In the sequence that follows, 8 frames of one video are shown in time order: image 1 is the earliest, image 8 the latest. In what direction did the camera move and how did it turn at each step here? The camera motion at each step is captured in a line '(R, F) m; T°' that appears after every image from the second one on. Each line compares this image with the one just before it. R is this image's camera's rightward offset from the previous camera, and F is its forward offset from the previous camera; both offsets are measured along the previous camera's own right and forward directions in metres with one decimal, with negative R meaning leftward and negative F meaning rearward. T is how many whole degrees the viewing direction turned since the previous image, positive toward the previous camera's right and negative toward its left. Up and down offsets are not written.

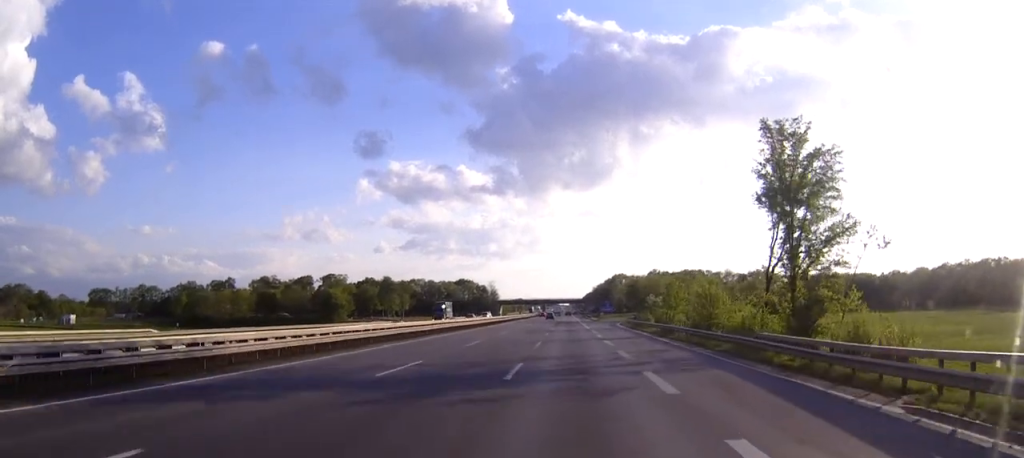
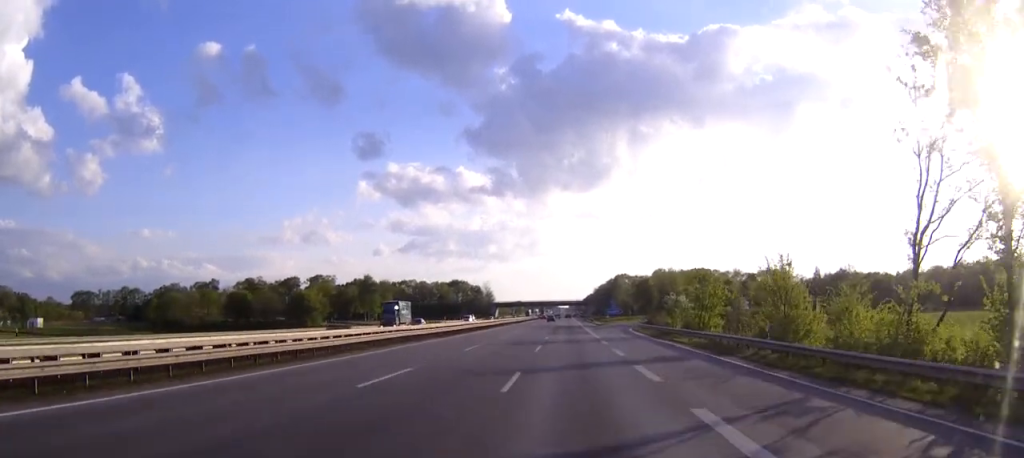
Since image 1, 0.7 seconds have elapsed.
(0.0, +20.3) m; 0°
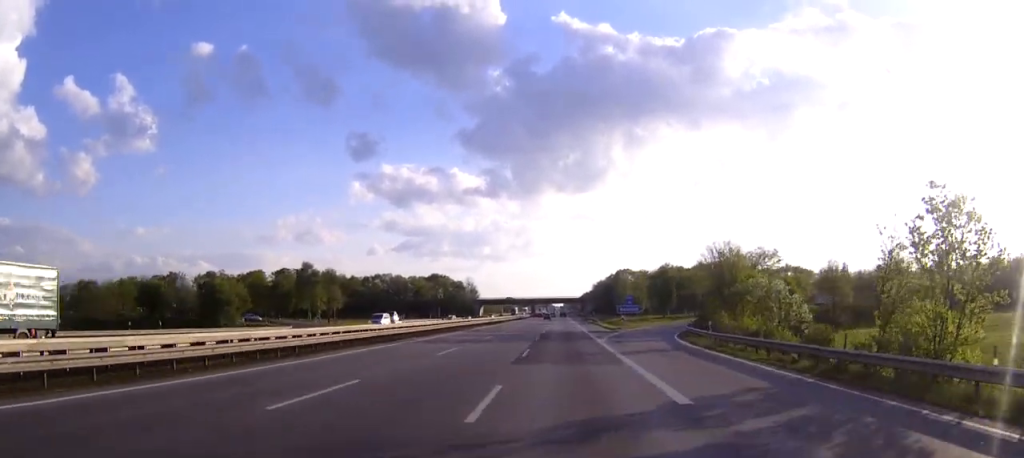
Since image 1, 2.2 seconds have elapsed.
(+0.2, +41.3) m; 0°
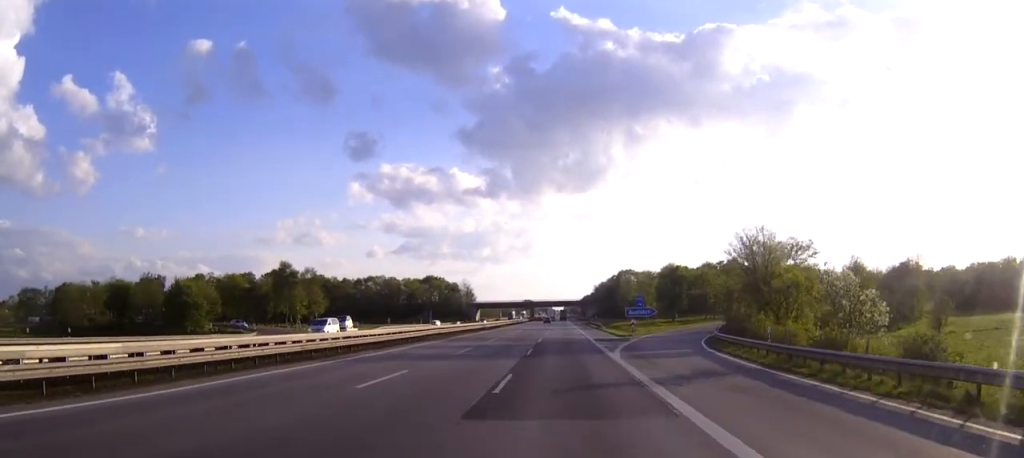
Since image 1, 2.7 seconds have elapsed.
(0.0, +12.0) m; 0°
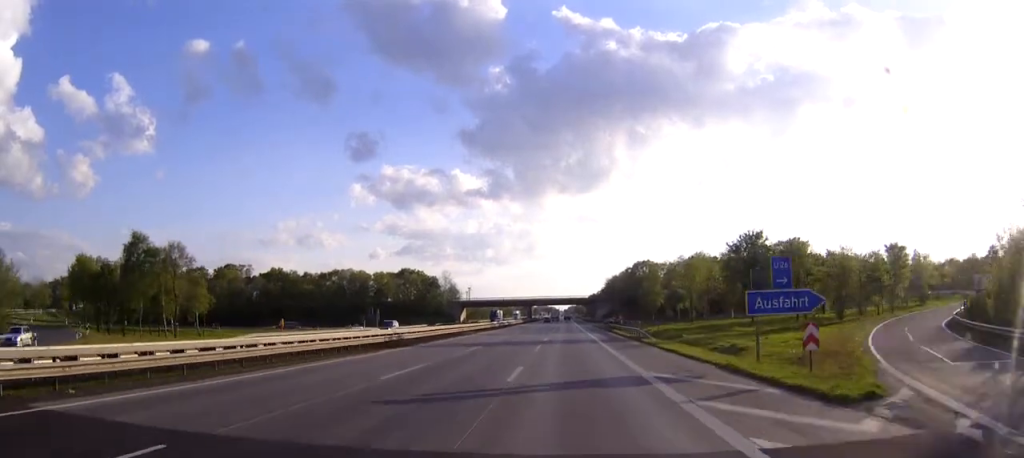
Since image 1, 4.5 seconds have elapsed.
(-0.2, +51.5) m; 0°
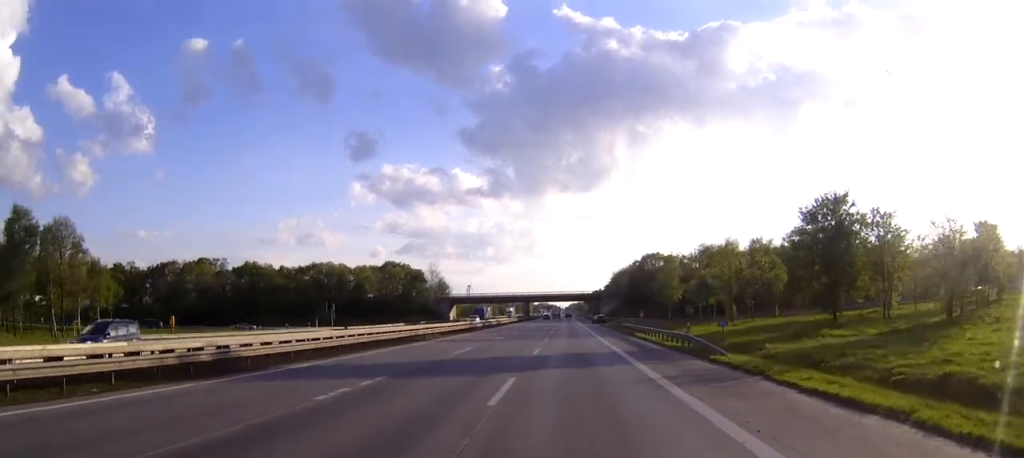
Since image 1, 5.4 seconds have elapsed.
(0.0, +23.9) m; 0°
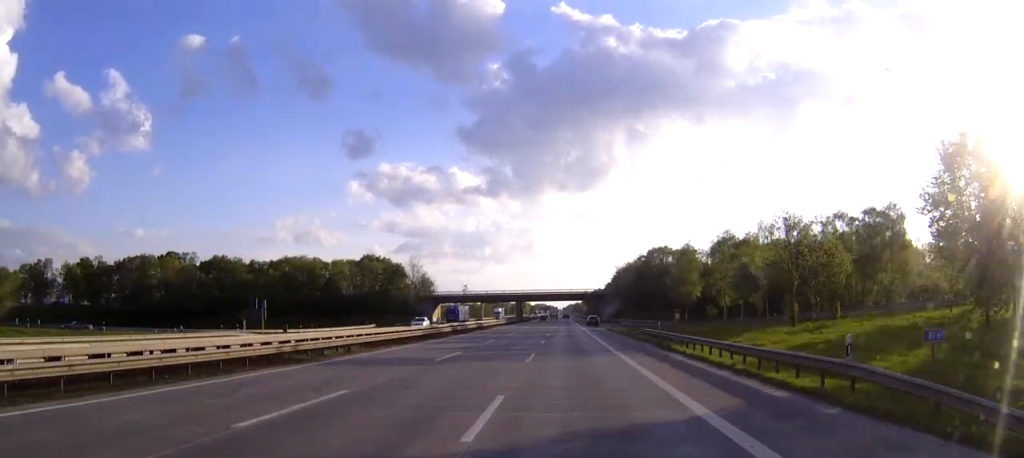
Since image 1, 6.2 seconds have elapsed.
(+0.1, +21.9) m; 0°
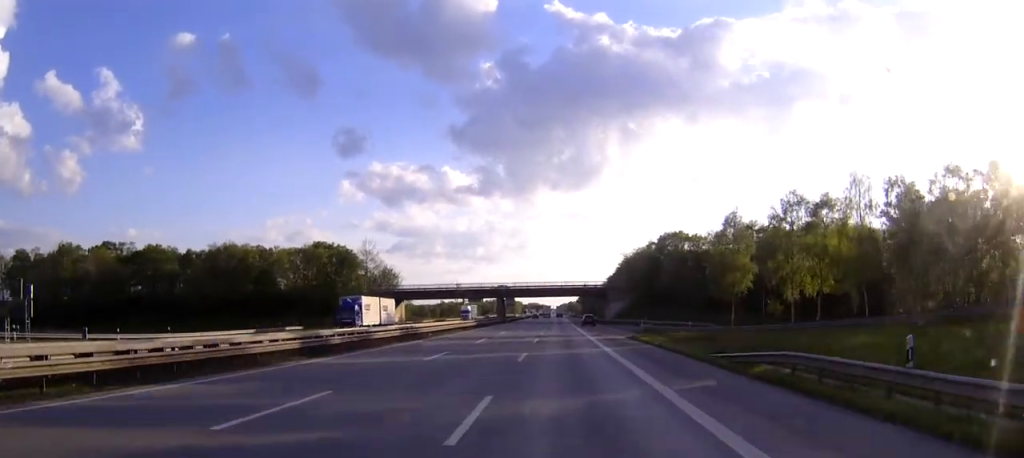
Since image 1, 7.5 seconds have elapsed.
(+0.1, +36.3) m; 0°
